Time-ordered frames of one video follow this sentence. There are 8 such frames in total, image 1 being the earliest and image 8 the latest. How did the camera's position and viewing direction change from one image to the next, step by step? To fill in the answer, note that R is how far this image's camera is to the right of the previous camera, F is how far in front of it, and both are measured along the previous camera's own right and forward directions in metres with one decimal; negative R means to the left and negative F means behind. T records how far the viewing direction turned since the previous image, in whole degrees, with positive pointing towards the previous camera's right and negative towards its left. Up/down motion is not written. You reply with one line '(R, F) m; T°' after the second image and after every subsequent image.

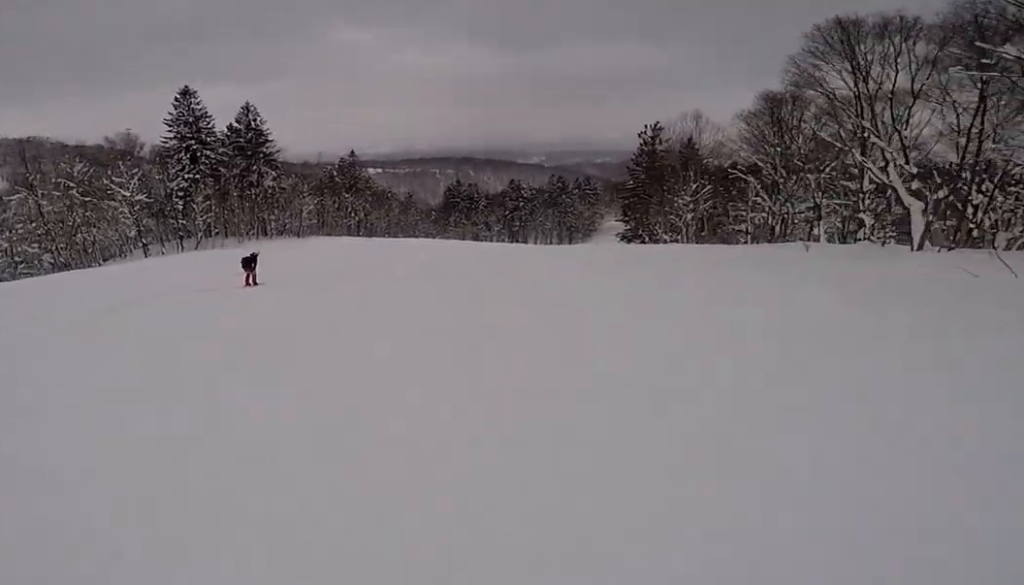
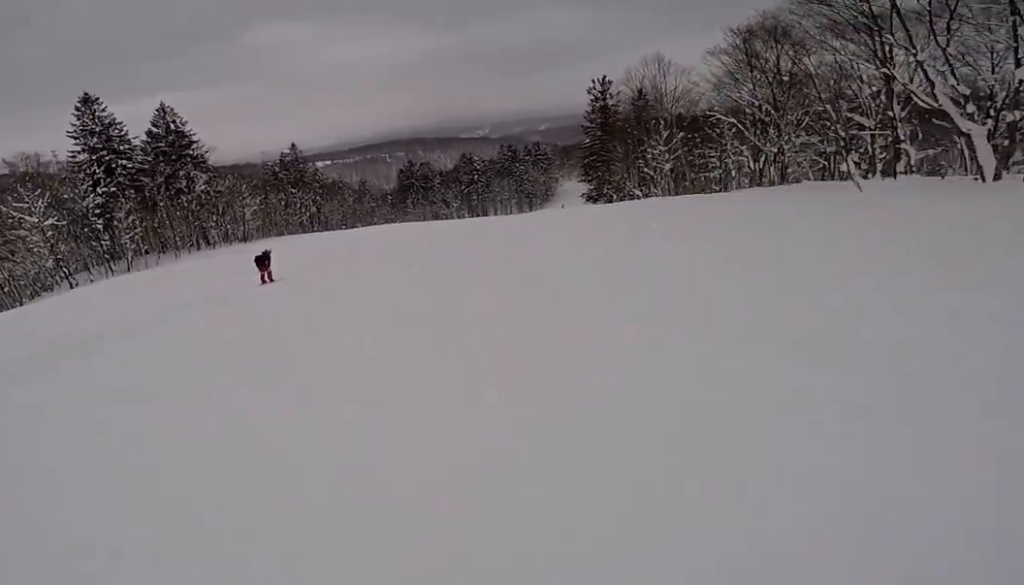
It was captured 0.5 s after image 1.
(+0.1, +5.8) m; +6°
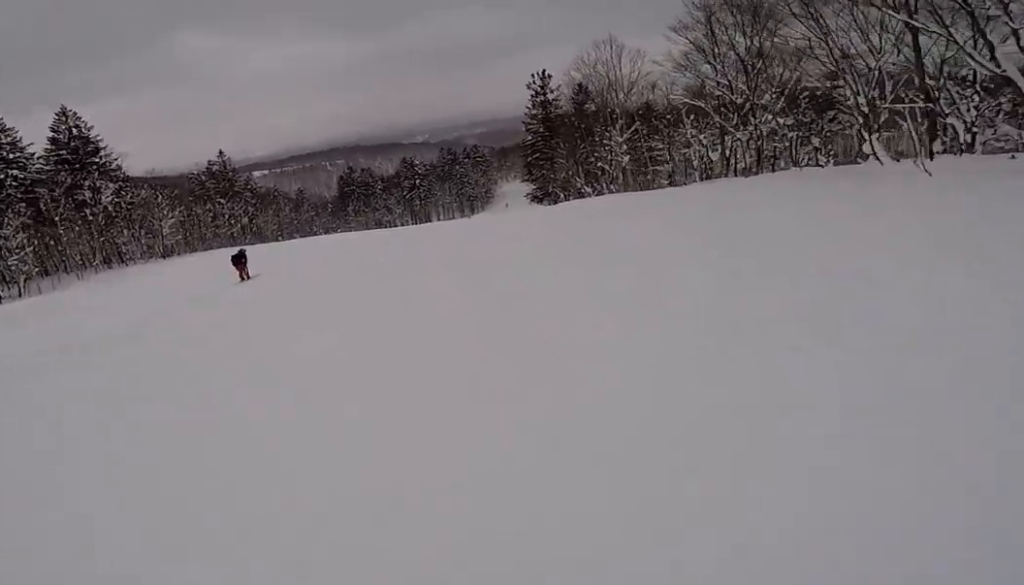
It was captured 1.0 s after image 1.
(+0.3, +6.2) m; +4°
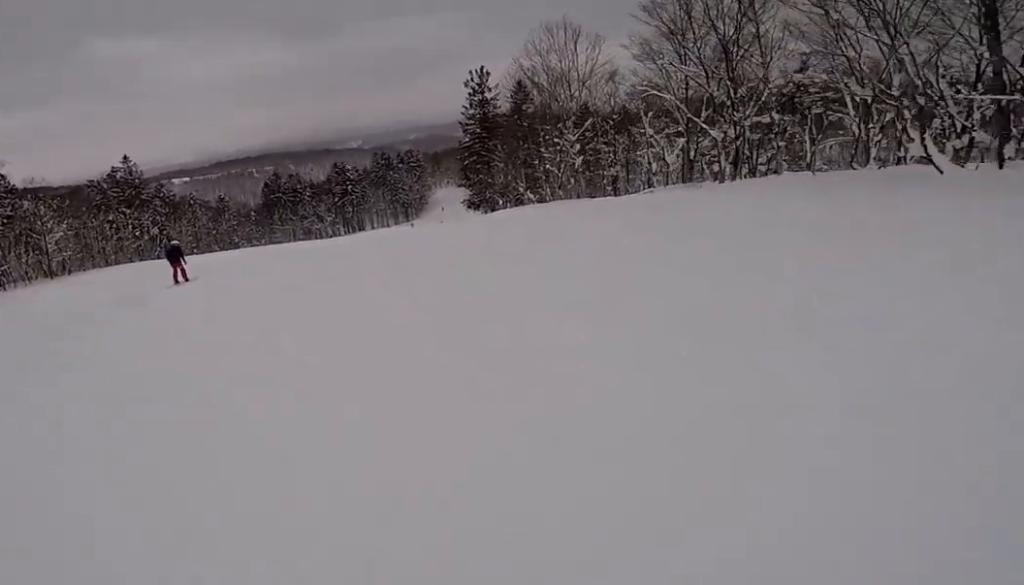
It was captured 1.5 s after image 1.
(+0.7, +5.9) m; +2°
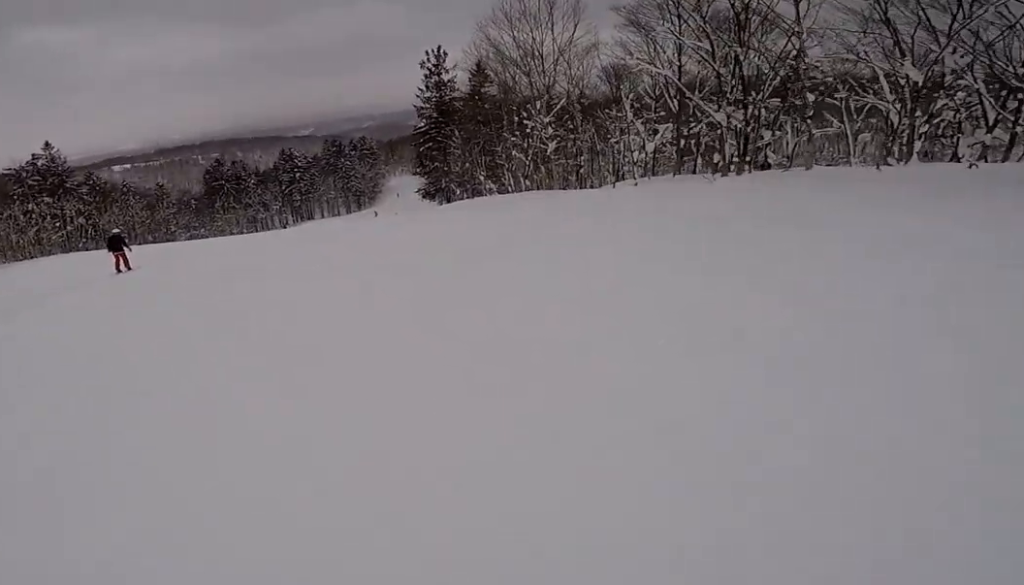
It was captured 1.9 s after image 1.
(+0.2, +5.3) m; 0°
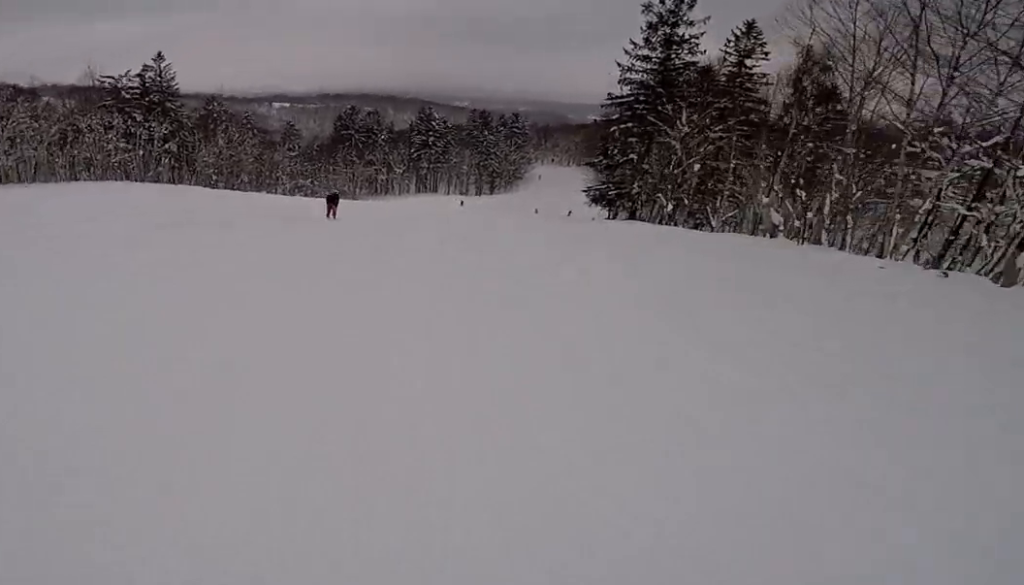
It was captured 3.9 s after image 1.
(-1.9, +24.7) m; -7°
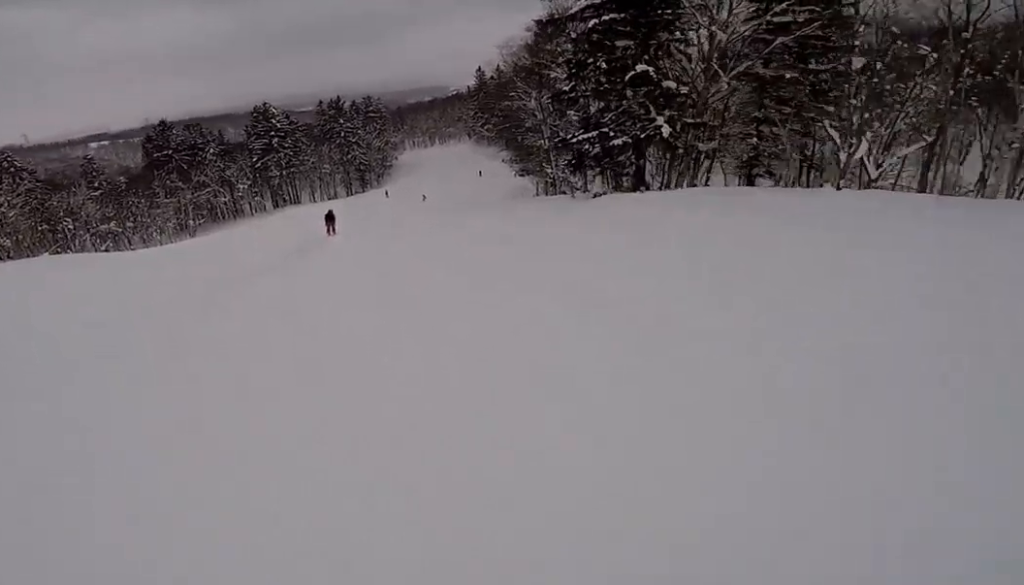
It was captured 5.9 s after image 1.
(+2.0, +25.3) m; +8°
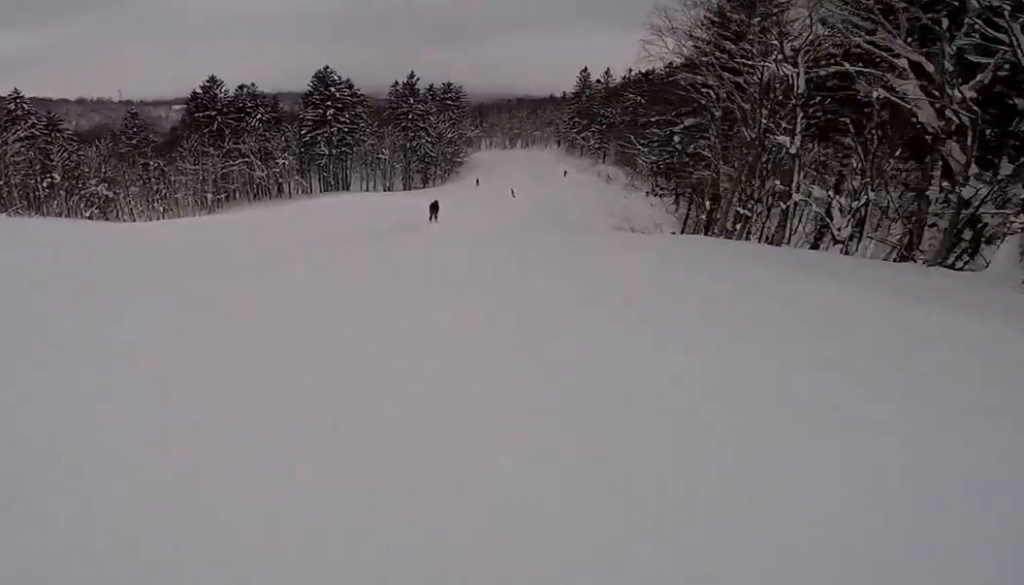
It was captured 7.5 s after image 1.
(-1.0, +21.2) m; 0°
